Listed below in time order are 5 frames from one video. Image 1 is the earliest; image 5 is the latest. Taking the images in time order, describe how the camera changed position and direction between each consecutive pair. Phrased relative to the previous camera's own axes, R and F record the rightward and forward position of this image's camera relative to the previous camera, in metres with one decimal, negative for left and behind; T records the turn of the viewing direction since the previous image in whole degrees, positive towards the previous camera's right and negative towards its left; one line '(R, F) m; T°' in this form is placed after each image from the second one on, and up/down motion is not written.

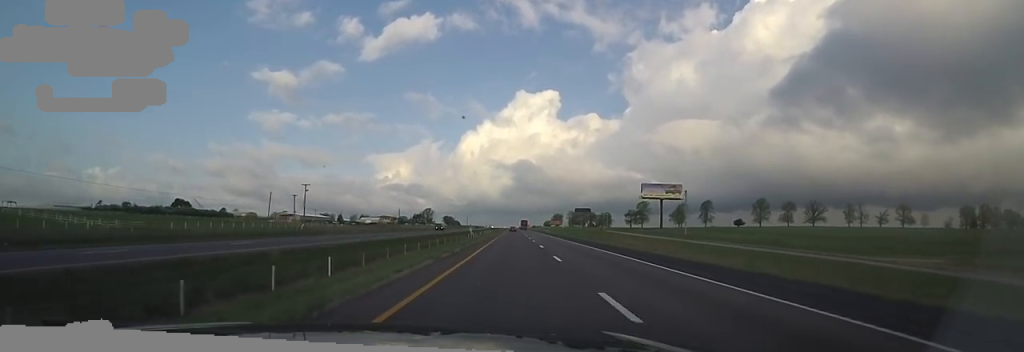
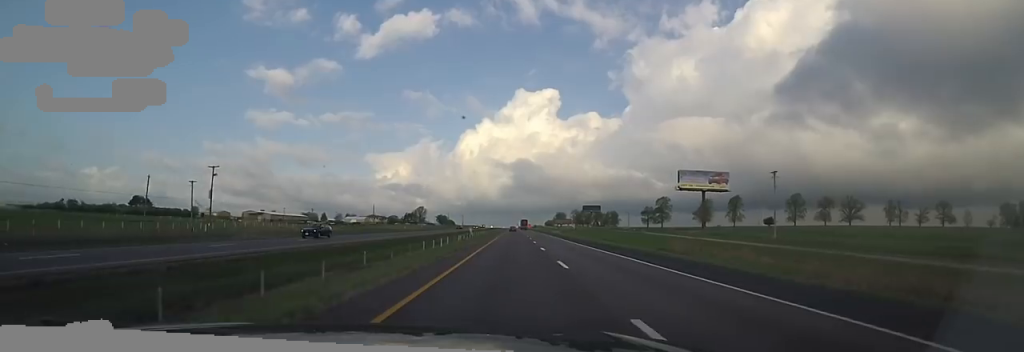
(-0.4, +39.3) m; -1°
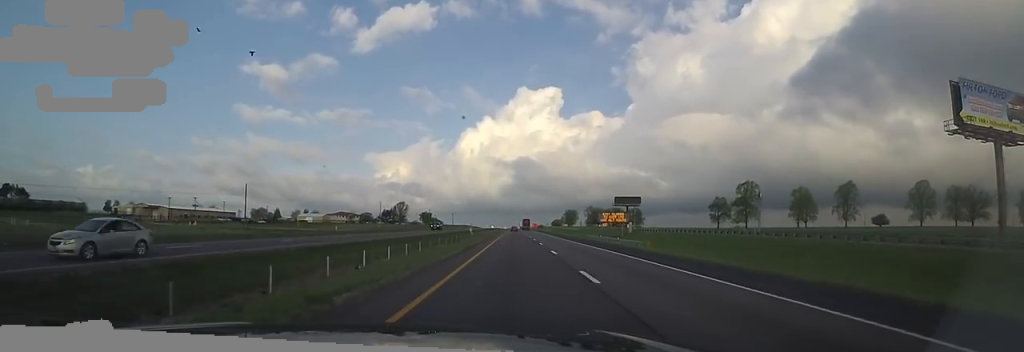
(+1.2, +89.0) m; +2°
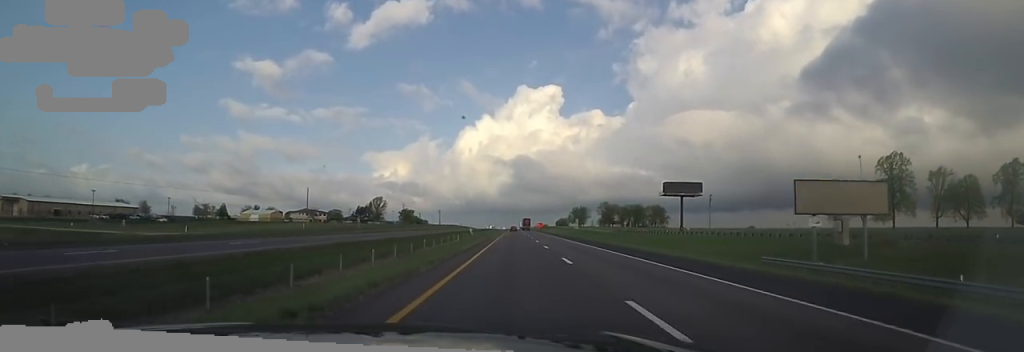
(-1.0, +67.3) m; -2°
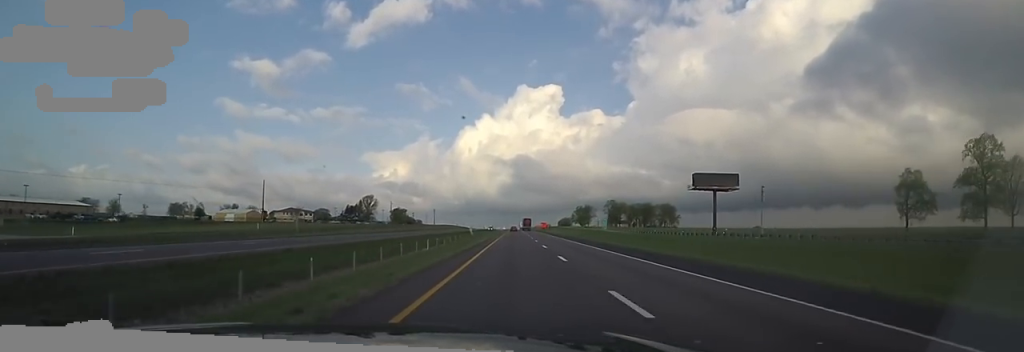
(0.0, +22.9) m; 0°
